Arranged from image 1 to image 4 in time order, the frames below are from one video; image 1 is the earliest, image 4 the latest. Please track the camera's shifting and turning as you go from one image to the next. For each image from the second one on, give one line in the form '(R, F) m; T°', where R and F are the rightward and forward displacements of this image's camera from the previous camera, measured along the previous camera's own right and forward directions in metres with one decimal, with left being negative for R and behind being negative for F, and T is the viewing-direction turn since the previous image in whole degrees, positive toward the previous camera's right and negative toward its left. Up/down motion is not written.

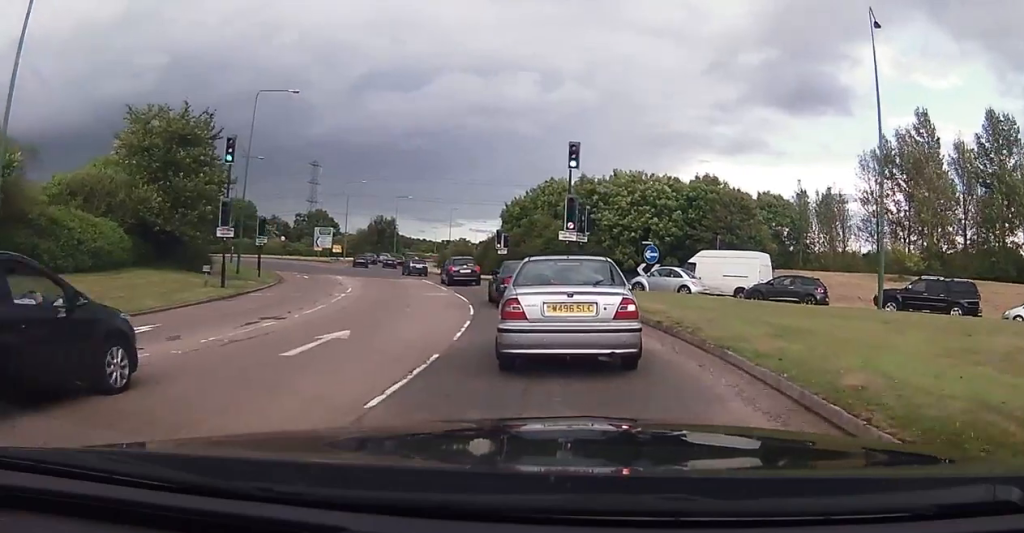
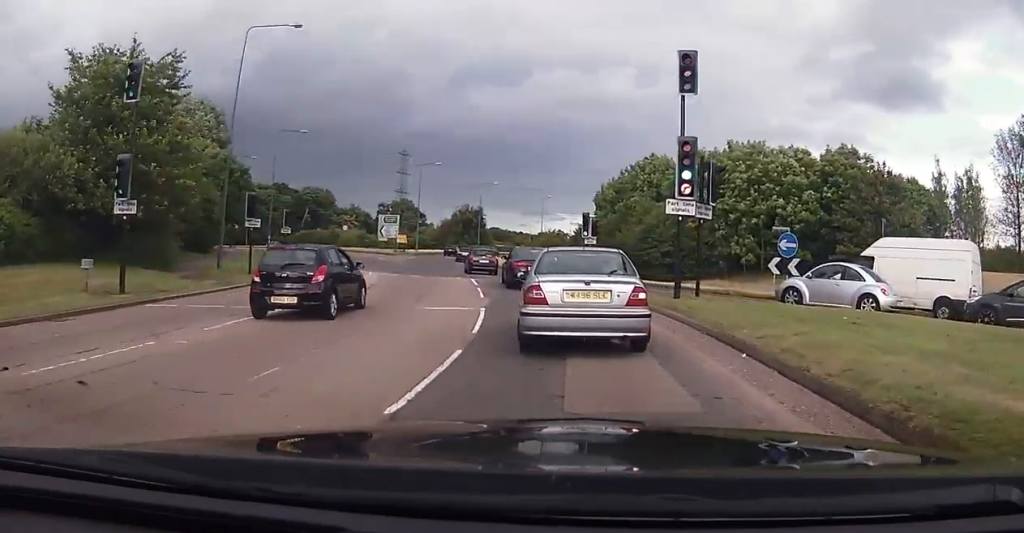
(-1.2, +12.3) m; -11°
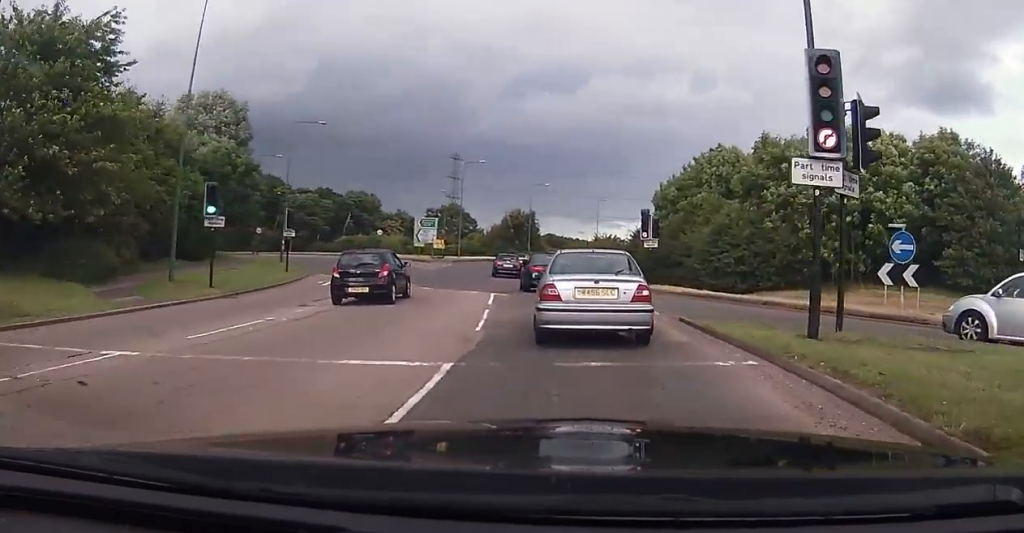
(-0.3, +8.3) m; -4°
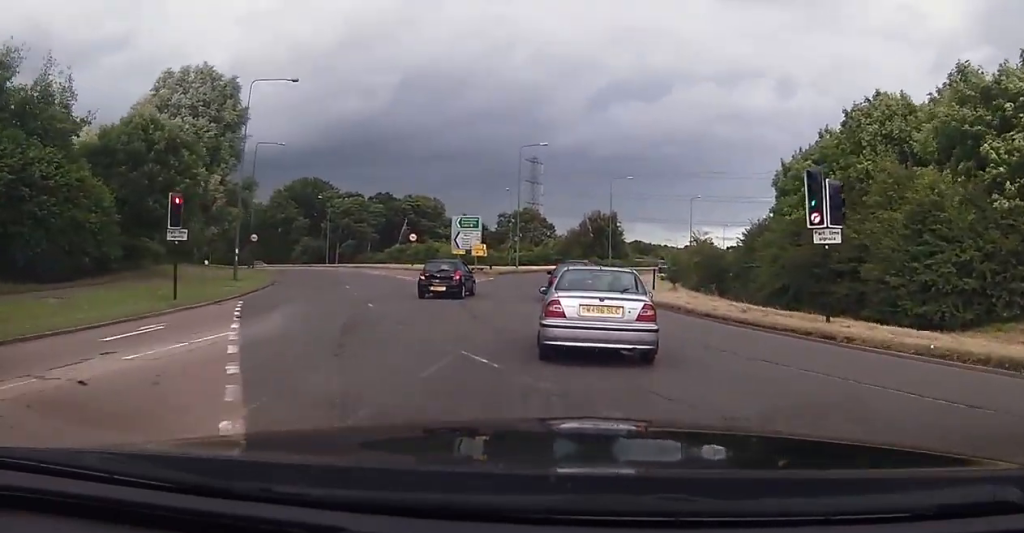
(-0.8, +19.0) m; -4°
